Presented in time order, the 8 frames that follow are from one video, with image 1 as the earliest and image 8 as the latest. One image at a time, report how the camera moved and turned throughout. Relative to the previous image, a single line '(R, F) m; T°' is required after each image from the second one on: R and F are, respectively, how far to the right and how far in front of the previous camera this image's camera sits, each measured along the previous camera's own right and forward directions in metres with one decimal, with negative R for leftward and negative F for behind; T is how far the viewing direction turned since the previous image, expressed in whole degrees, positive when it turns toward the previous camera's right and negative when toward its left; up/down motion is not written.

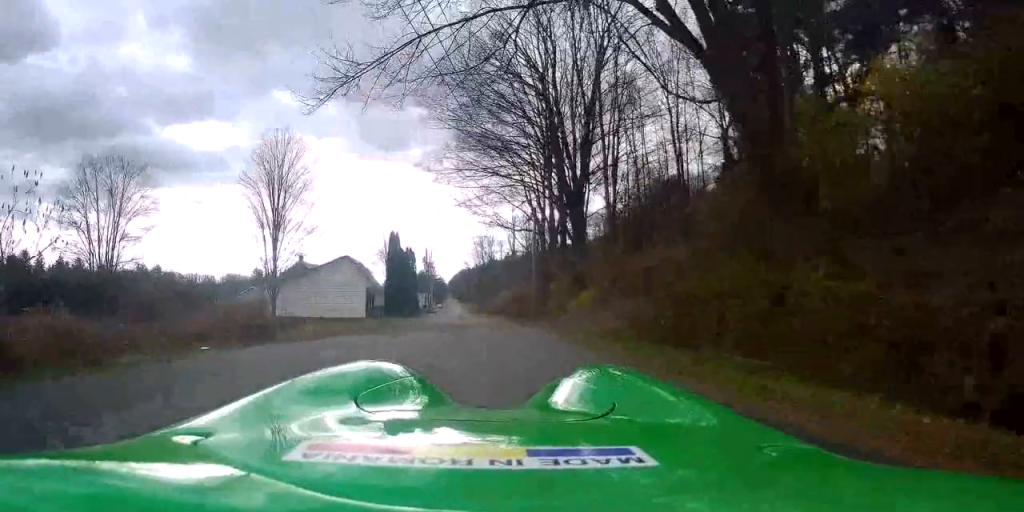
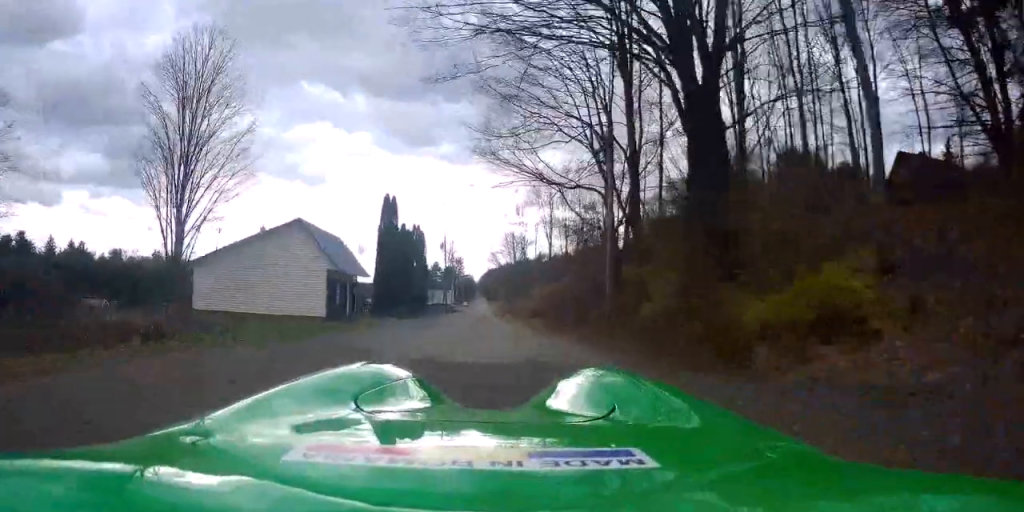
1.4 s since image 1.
(0.0, +19.0) m; 0°
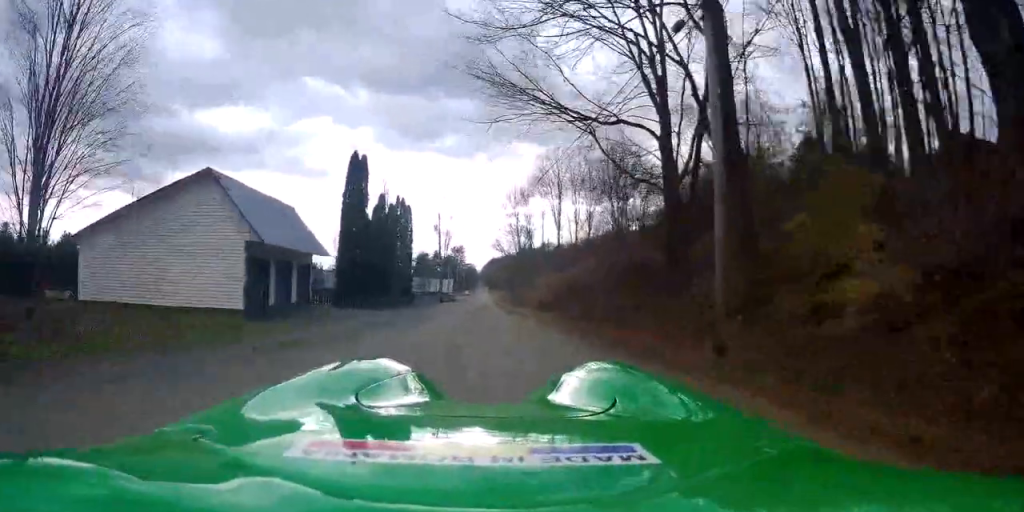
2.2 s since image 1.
(-0.1, +10.9) m; -2°
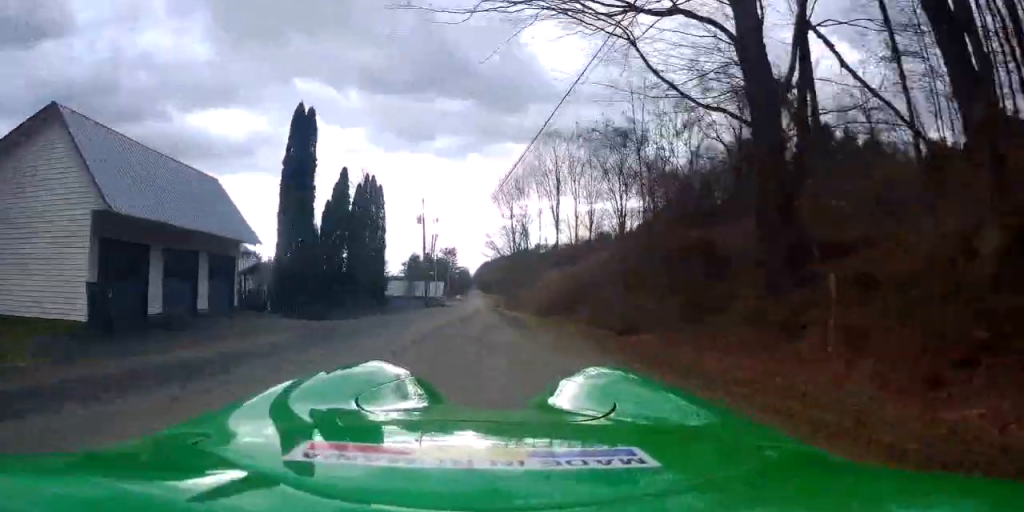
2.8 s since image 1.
(-0.1, +8.7) m; -1°
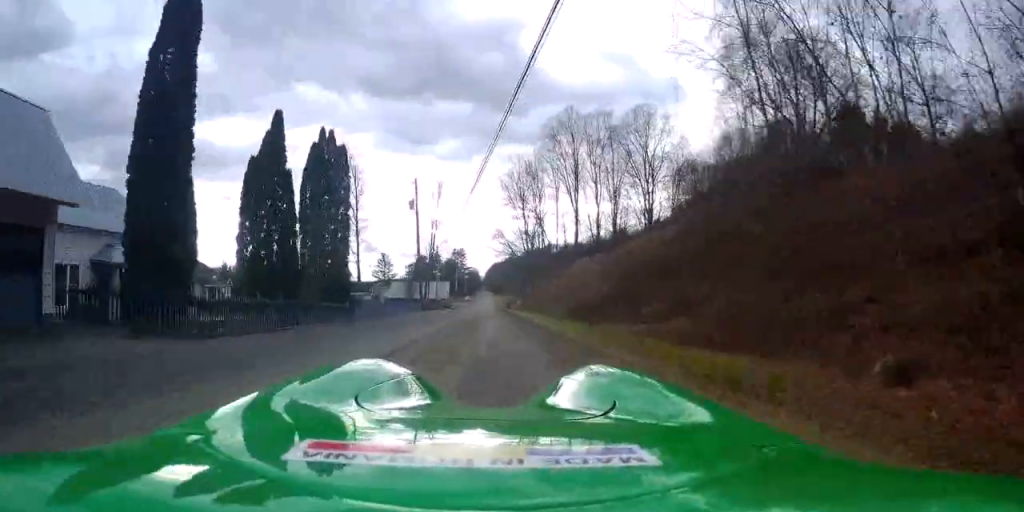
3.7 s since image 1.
(-0.2, +11.8) m; -1°
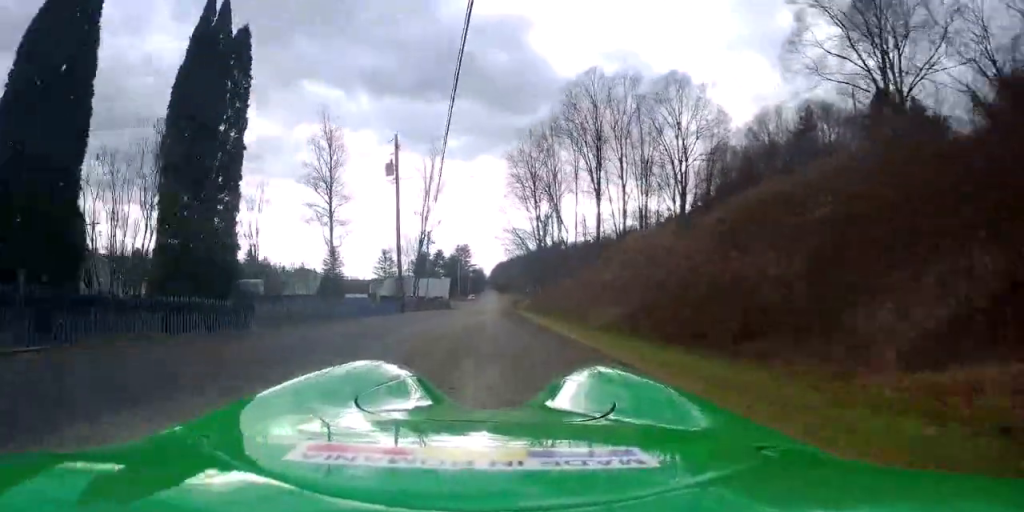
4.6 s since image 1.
(-0.1, +13.2) m; 0°
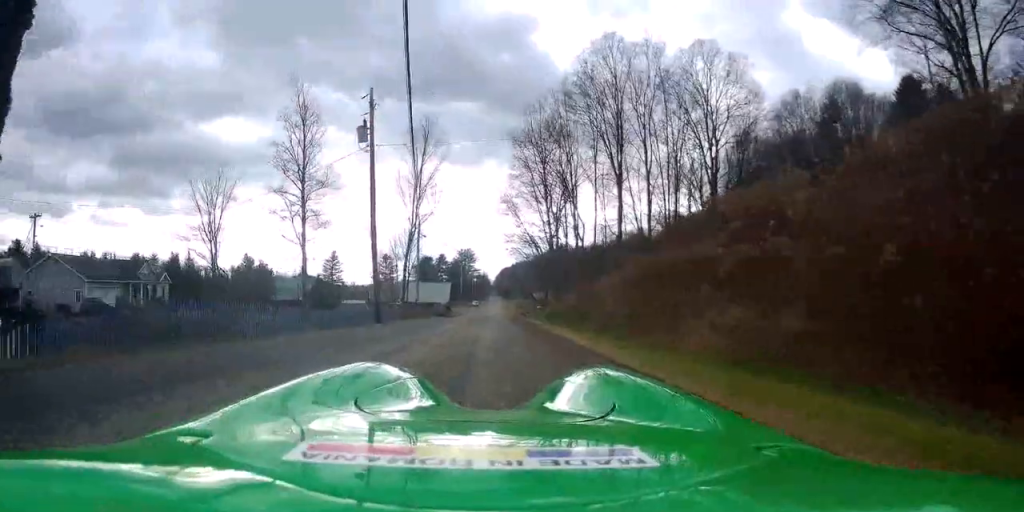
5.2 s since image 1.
(+0.1, +9.0) m; -1°
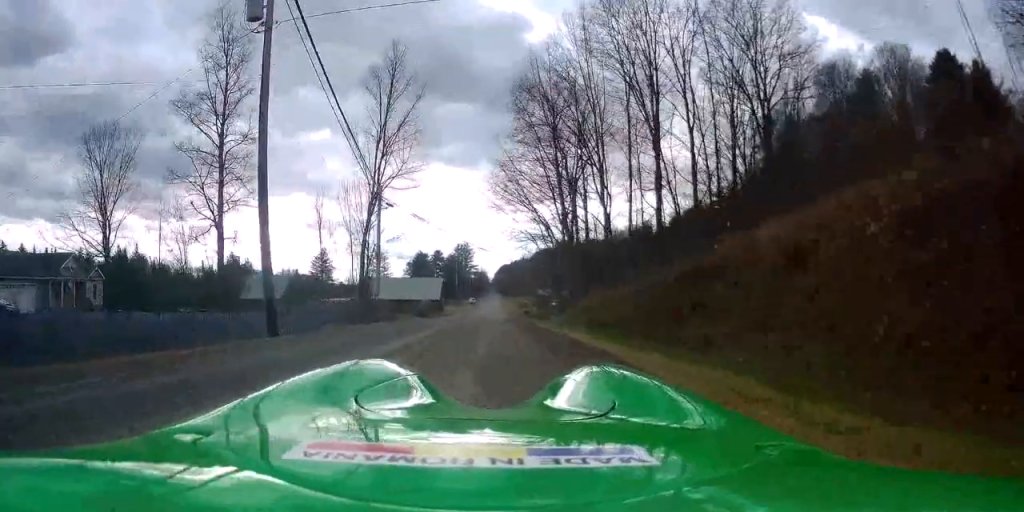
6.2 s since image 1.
(-0.3, +14.0) m; 0°
